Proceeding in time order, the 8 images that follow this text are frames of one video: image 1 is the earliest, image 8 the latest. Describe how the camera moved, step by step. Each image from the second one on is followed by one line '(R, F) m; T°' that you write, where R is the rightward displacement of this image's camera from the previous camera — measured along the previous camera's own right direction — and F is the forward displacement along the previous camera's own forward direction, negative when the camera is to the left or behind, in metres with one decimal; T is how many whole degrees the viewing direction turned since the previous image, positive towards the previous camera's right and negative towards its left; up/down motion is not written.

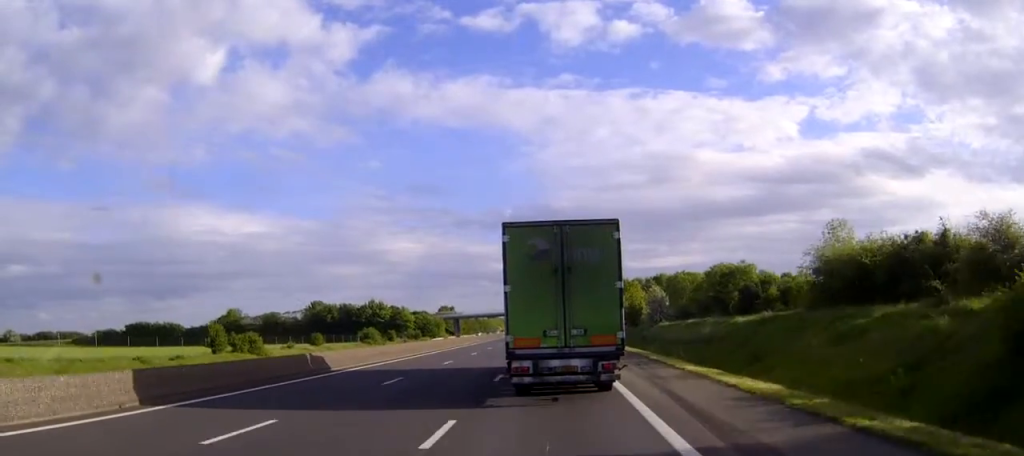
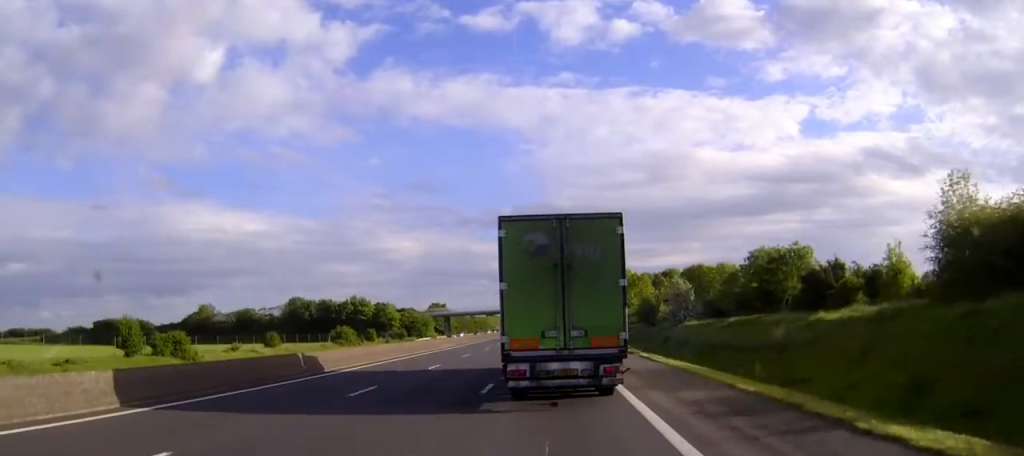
(0.0, +17.2) m; 0°
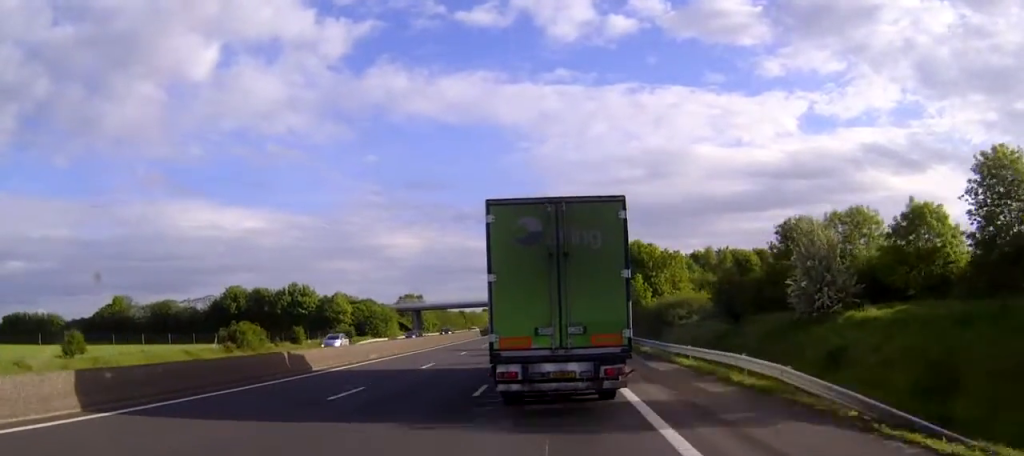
(0.0, +40.8) m; 0°
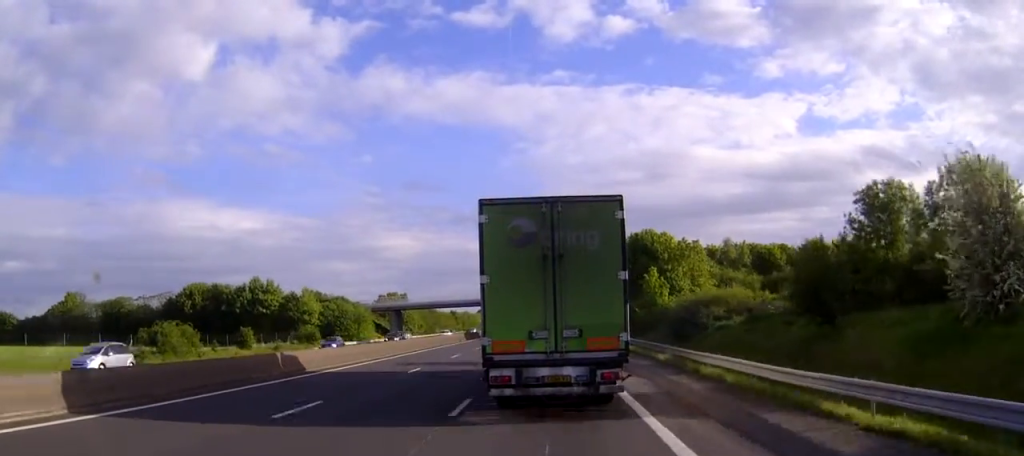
(0.0, +16.7) m; 0°
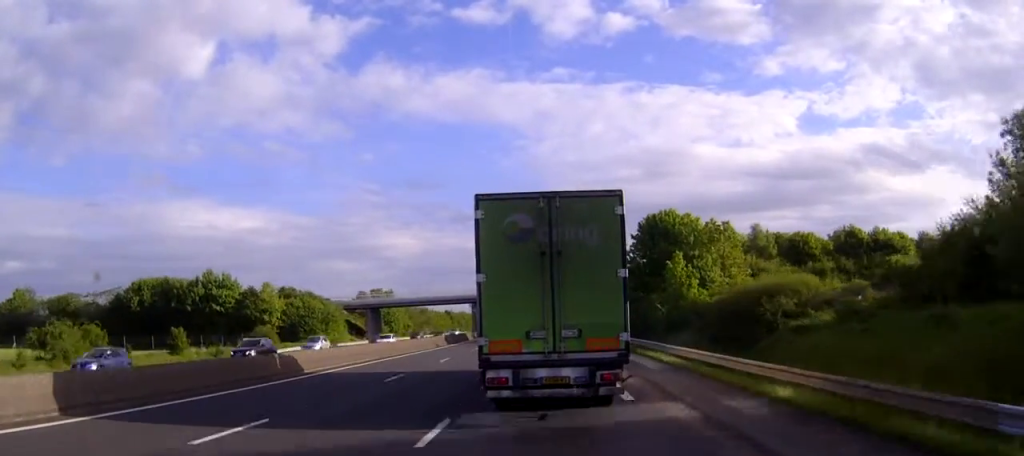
(0.0, +16.6) m; 0°
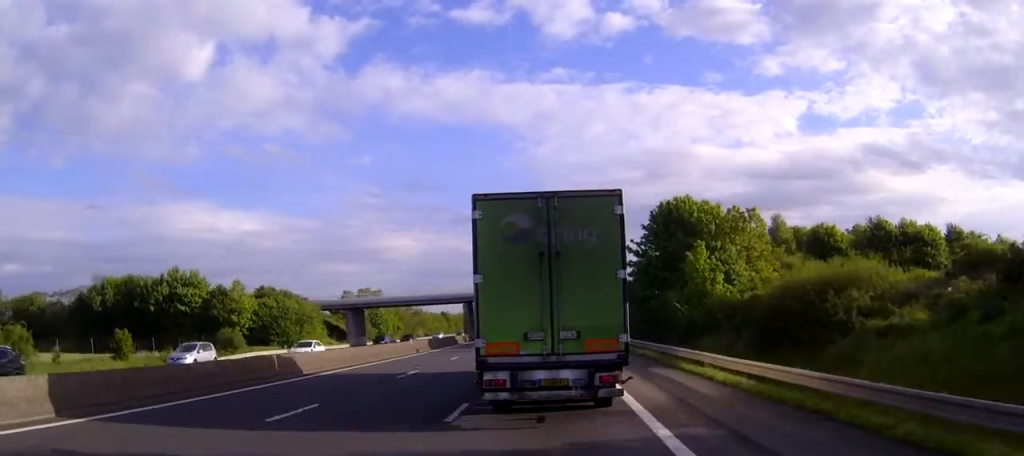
(0.0, +9.9) m; 0°
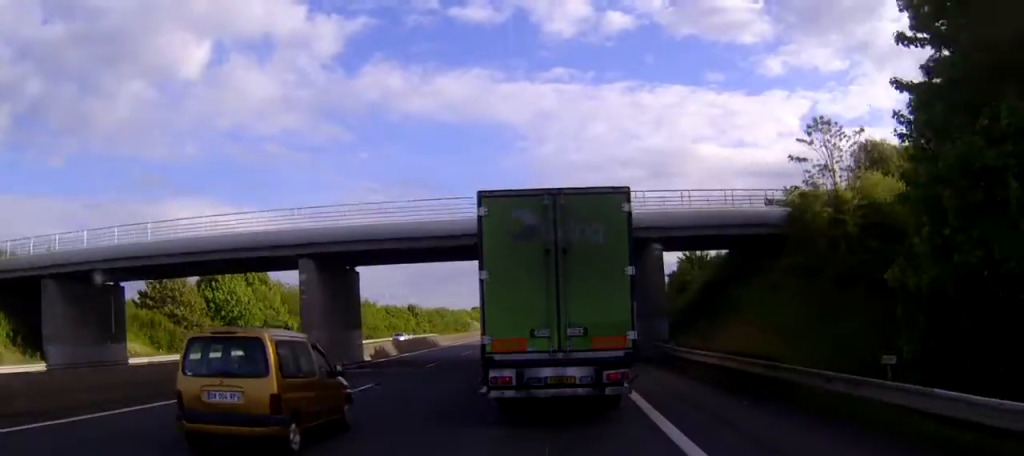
(+0.1, +60.5) m; 0°
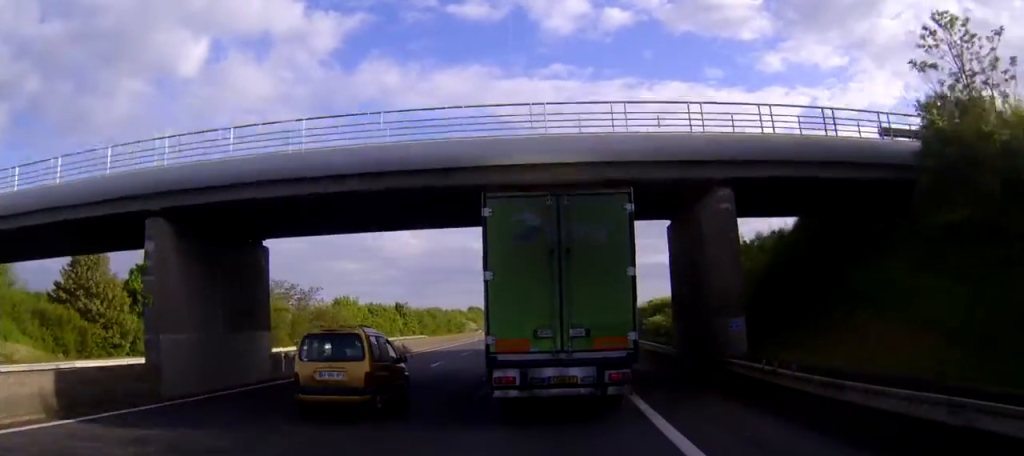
(0.0, +12.8) m; 0°
